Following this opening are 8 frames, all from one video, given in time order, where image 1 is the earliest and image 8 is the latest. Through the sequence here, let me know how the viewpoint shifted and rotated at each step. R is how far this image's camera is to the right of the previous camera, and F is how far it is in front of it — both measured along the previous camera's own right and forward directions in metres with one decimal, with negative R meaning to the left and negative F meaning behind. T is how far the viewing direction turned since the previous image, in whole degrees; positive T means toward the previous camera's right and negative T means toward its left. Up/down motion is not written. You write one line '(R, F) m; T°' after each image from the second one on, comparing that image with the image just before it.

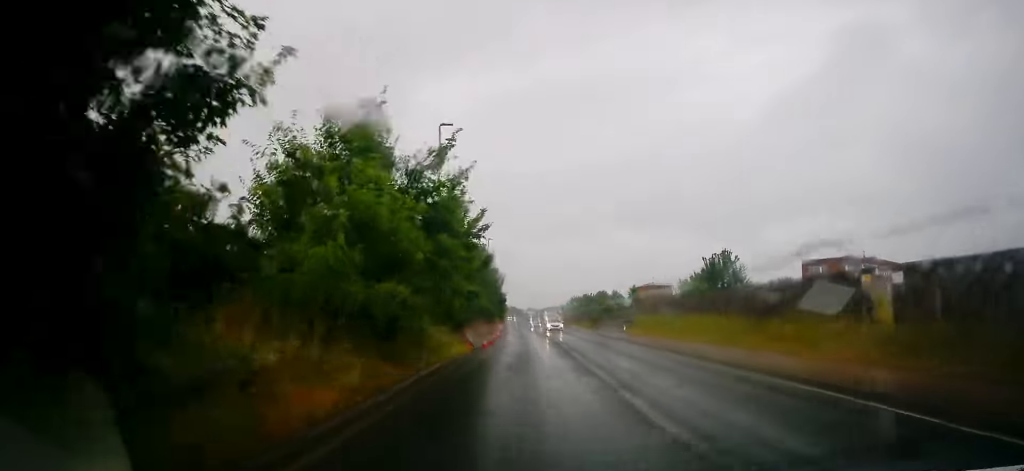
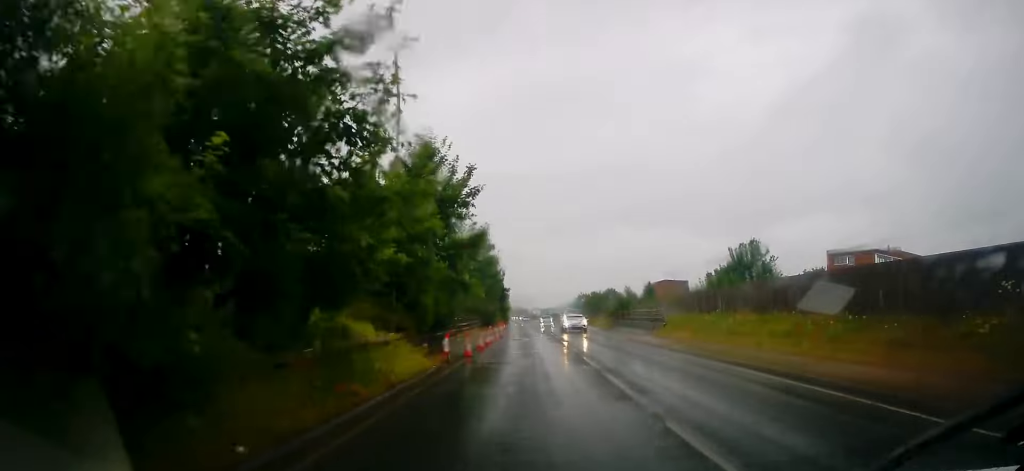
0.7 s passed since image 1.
(-0.1, +9.1) m; 0°
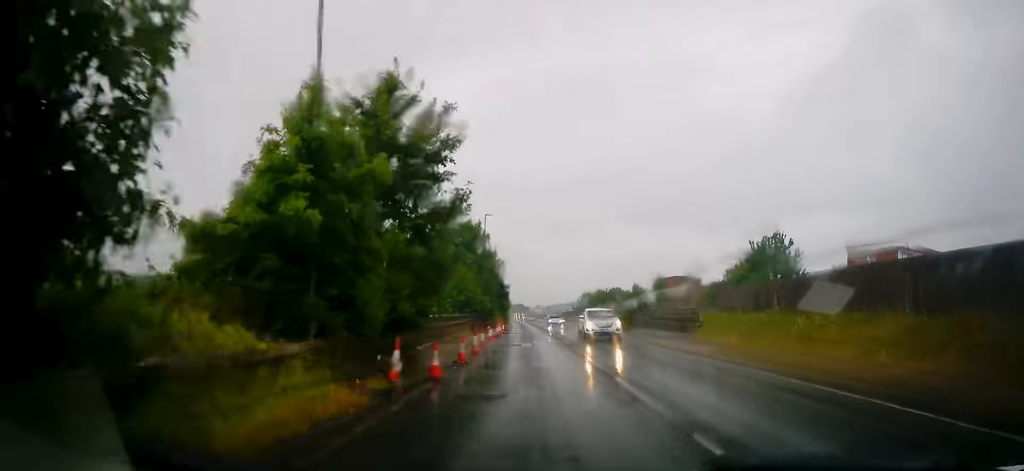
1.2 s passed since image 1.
(+0.3, +6.8) m; 0°
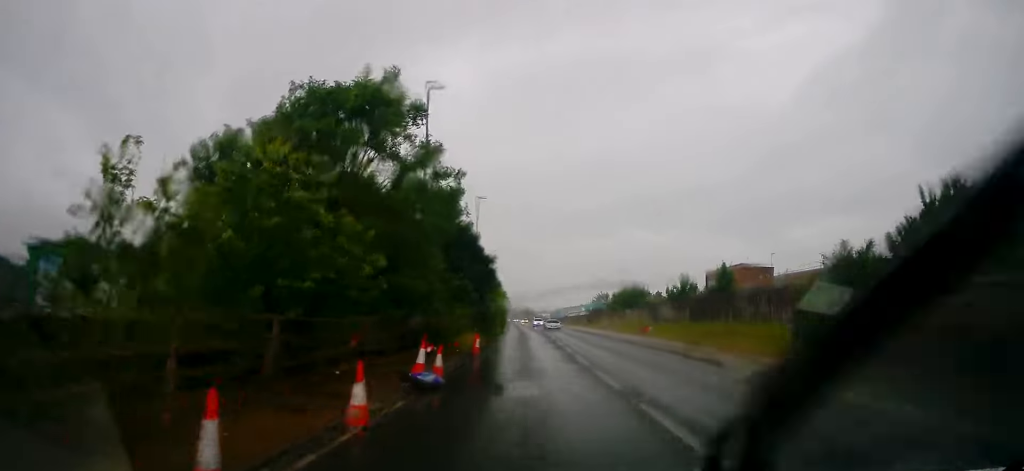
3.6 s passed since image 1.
(-0.9, +32.5) m; -2°
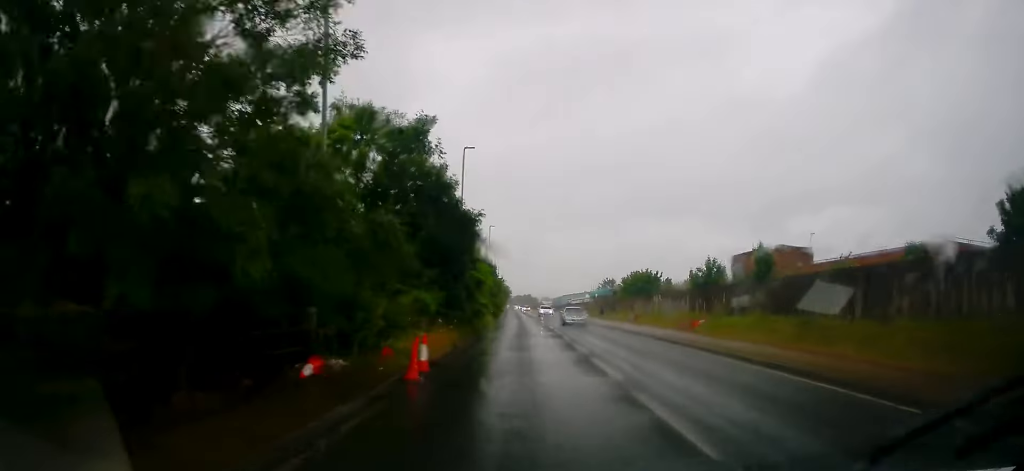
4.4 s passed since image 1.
(0.0, +11.3) m; +2°
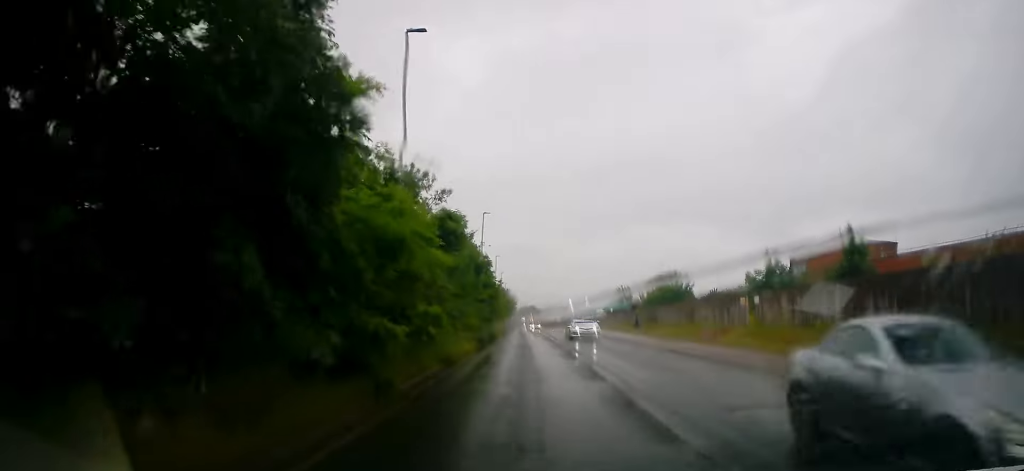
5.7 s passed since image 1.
(+0.4, +17.2) m; 0°
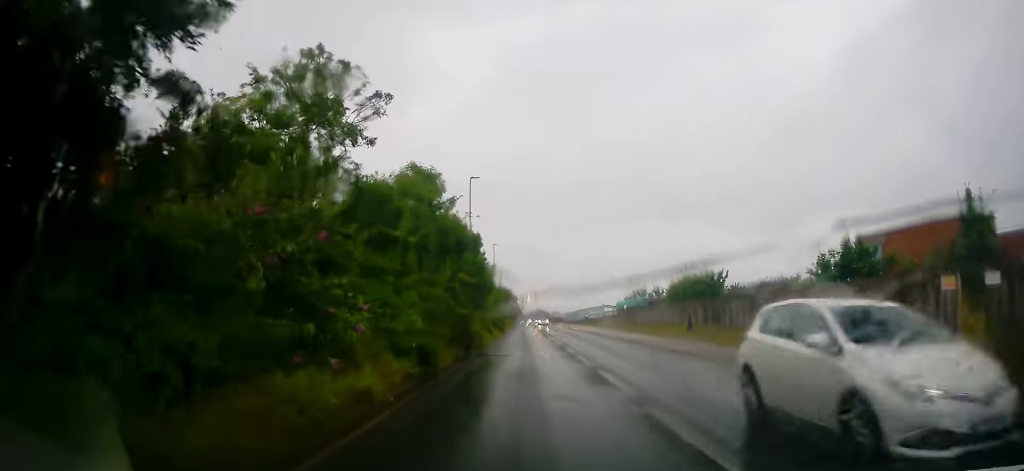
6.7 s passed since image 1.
(-0.4, +13.6) m; -2°
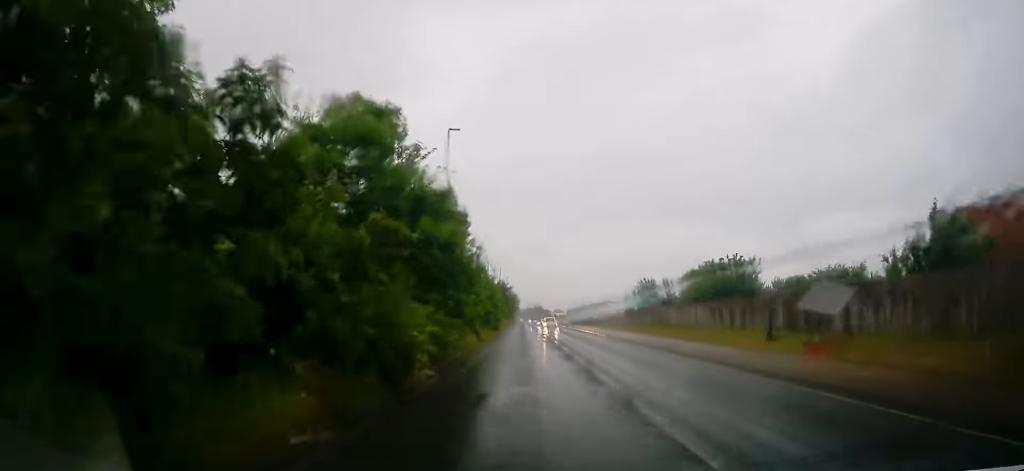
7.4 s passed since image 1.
(-0.1, +10.6) m; 0°
